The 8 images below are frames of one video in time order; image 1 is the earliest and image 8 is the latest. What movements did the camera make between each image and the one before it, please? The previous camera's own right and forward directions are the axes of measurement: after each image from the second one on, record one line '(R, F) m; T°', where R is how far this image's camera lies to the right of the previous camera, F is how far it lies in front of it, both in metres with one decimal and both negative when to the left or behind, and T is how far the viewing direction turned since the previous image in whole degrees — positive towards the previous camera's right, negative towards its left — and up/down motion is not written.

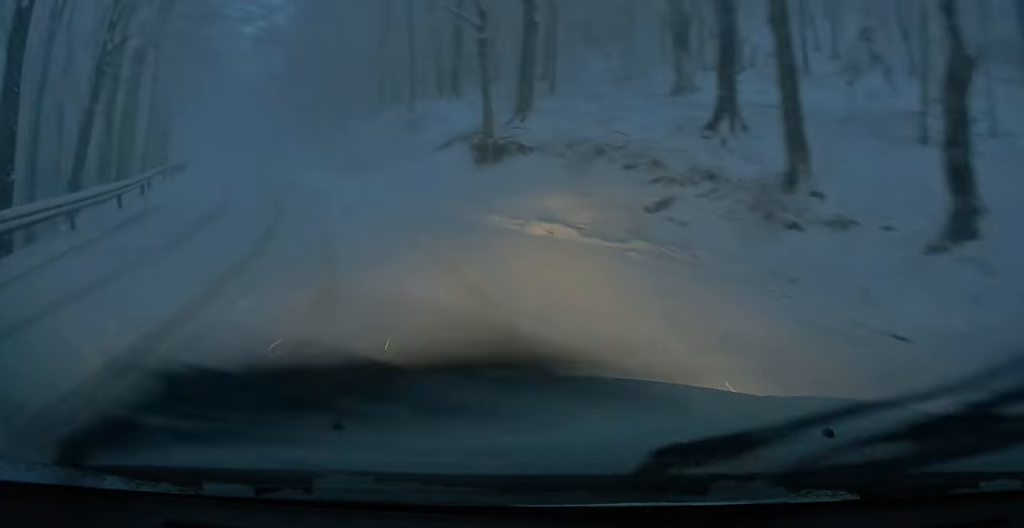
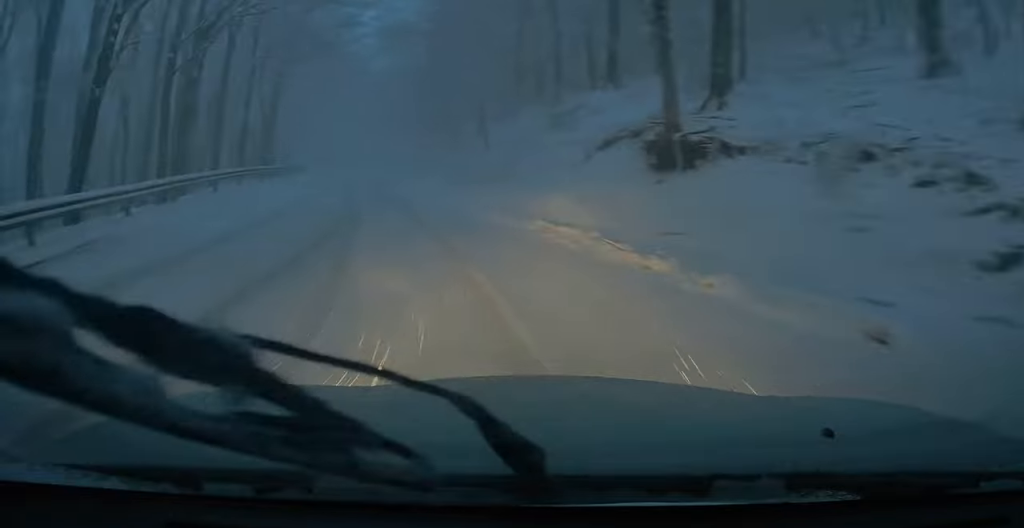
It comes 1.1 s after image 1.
(-0.3, +5.8) m; -8°
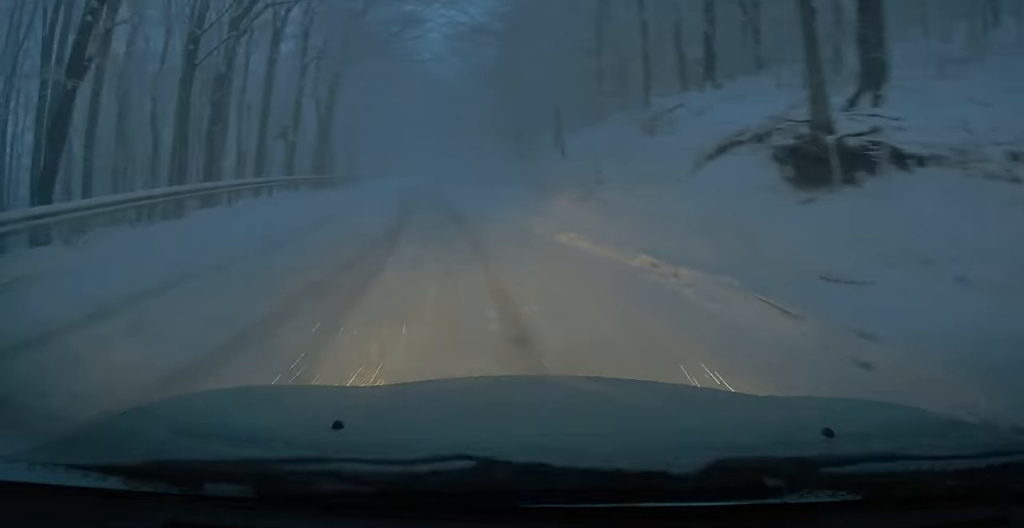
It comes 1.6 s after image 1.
(+0.2, +3.3) m; -8°
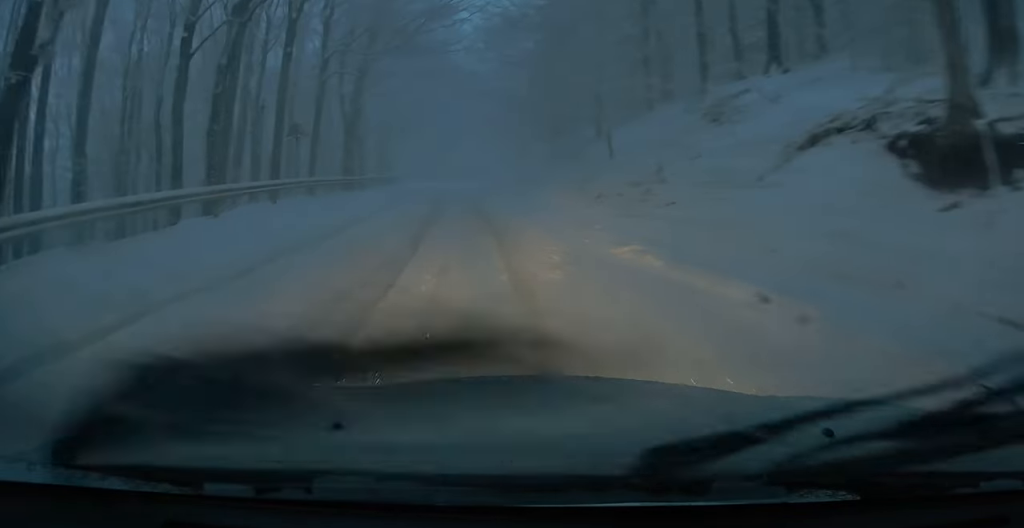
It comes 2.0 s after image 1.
(-0.2, +2.1) m; -4°
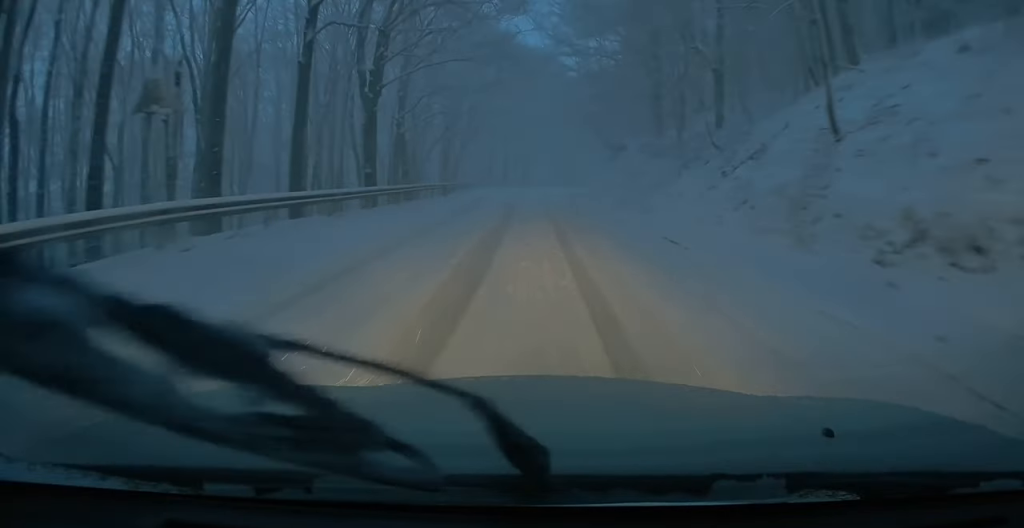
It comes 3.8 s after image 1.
(-0.9, +9.7) m; -6°
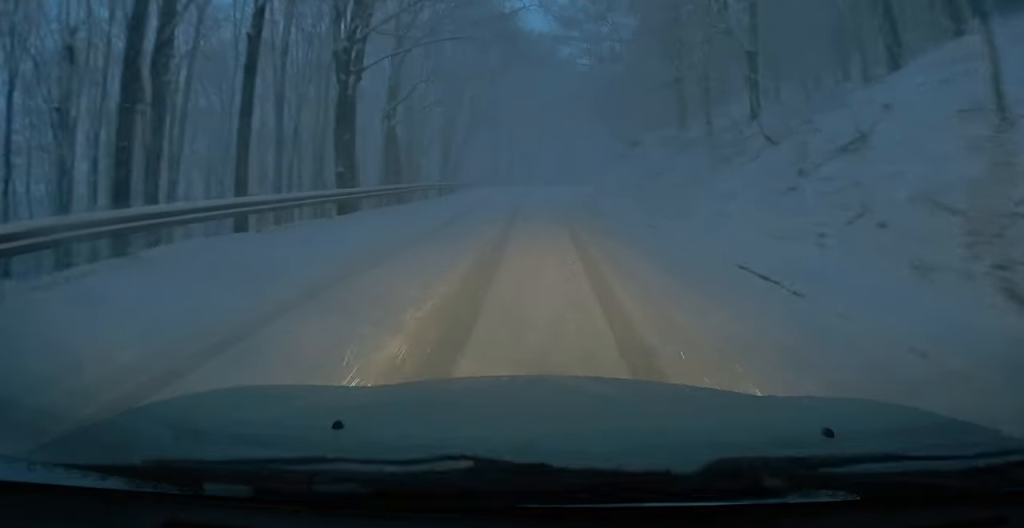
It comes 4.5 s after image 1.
(-0.3, +3.7) m; -5°
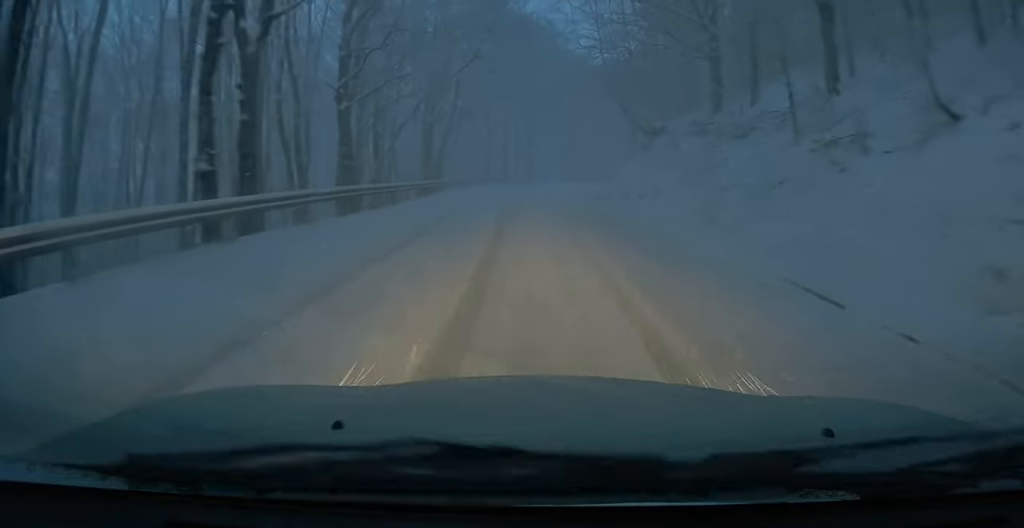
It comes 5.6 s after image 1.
(-0.5, +7.1) m; -6°
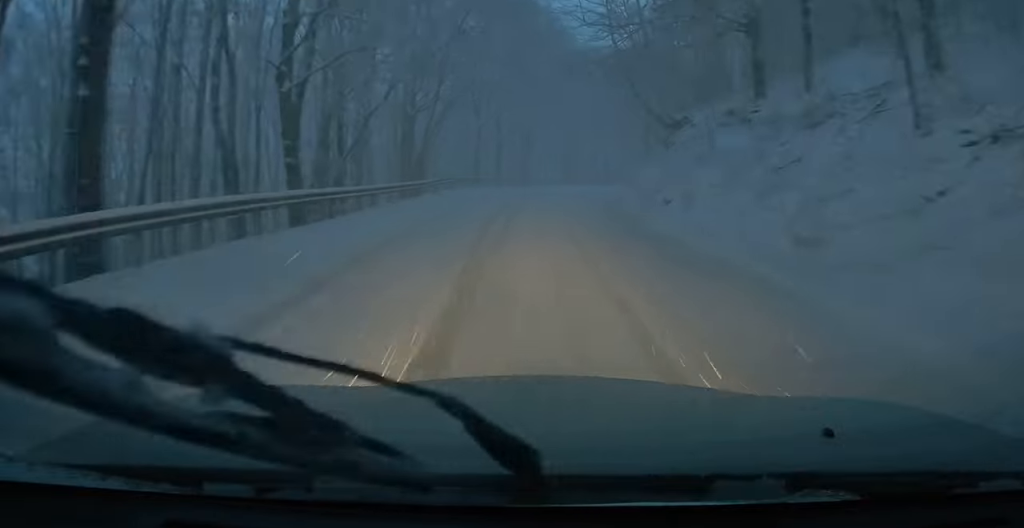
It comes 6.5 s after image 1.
(-0.1, +5.8) m; -1°
